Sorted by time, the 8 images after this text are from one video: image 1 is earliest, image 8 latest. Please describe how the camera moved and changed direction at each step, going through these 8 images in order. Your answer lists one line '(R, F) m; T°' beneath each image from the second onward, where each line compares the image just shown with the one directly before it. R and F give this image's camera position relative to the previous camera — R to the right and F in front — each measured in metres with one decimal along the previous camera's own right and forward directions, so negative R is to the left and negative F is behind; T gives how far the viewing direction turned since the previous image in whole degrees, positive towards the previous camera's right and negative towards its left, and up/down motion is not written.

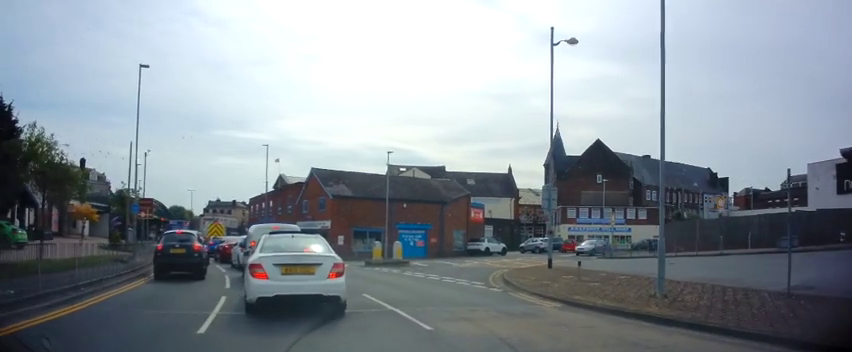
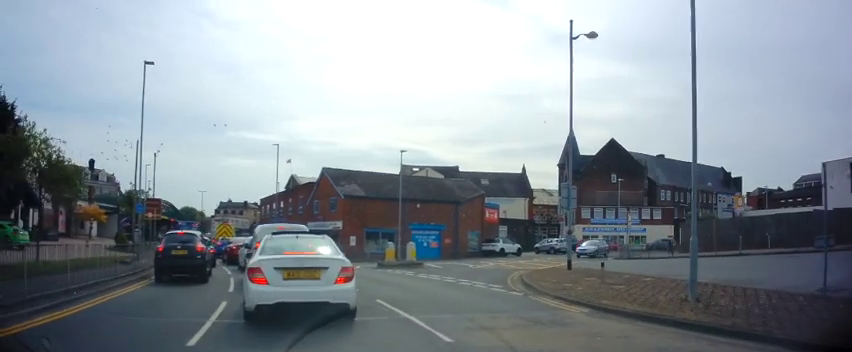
(-0.1, +0.7) m; -2°
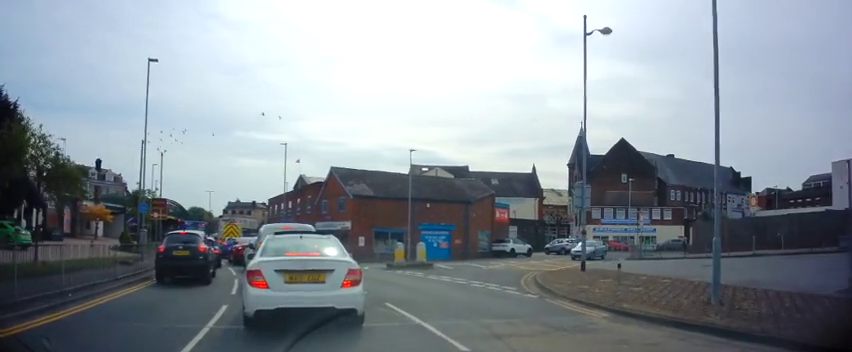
(-0.1, +0.5) m; 0°
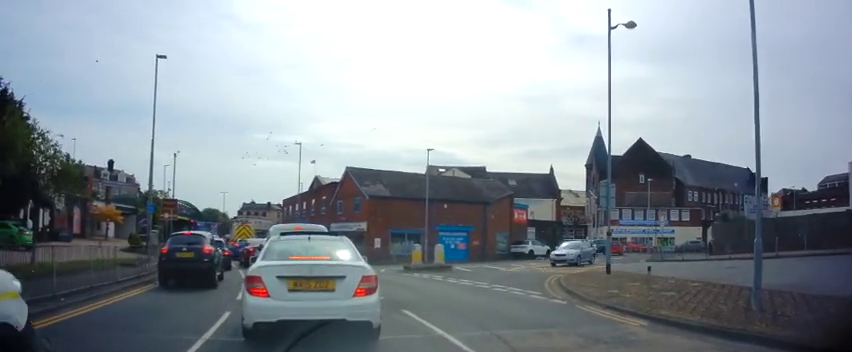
(0.0, +0.7) m; 0°
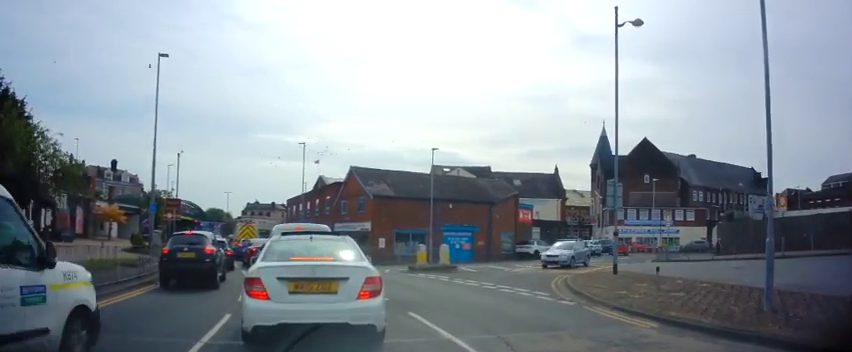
(+0.1, +0.2) m; 0°
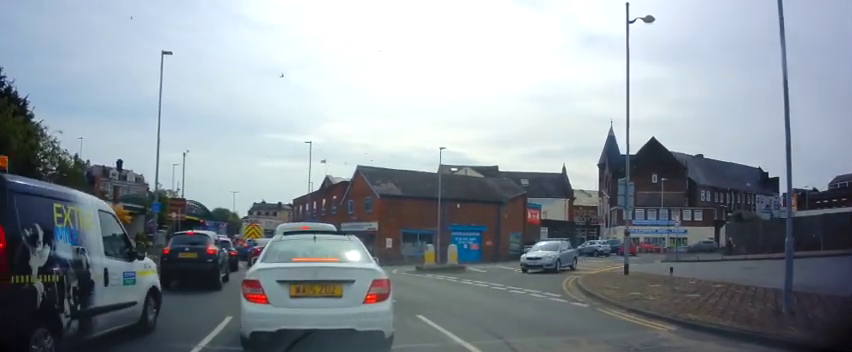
(+0.2, +0.2) m; 0°
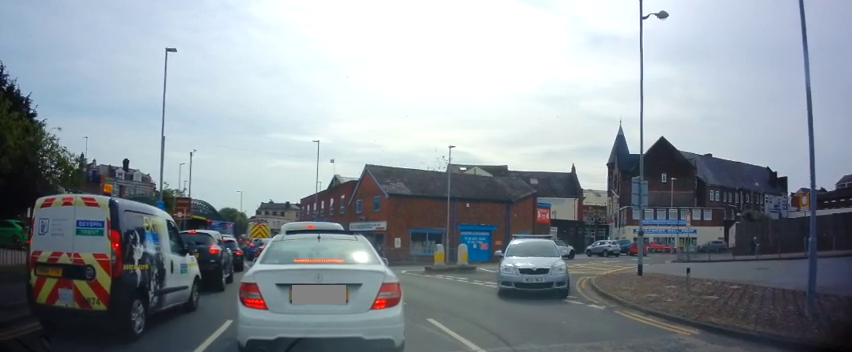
(0.0, +0.1) m; 0°
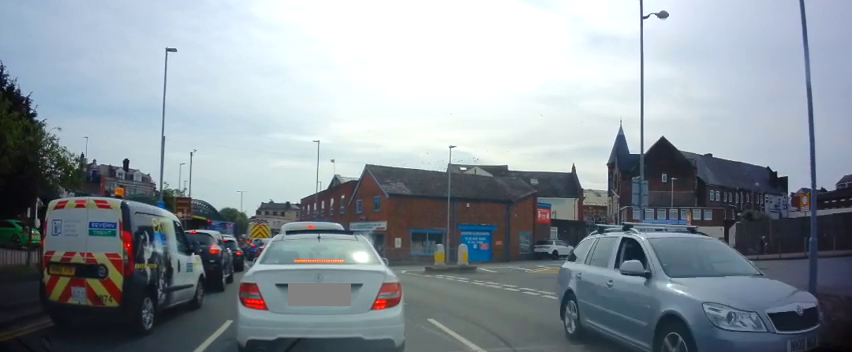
(0.0, 0.0) m; 0°
